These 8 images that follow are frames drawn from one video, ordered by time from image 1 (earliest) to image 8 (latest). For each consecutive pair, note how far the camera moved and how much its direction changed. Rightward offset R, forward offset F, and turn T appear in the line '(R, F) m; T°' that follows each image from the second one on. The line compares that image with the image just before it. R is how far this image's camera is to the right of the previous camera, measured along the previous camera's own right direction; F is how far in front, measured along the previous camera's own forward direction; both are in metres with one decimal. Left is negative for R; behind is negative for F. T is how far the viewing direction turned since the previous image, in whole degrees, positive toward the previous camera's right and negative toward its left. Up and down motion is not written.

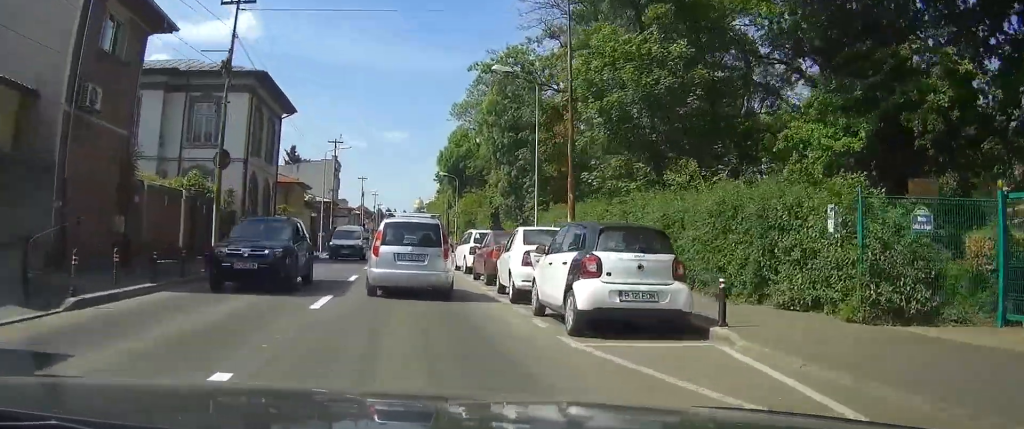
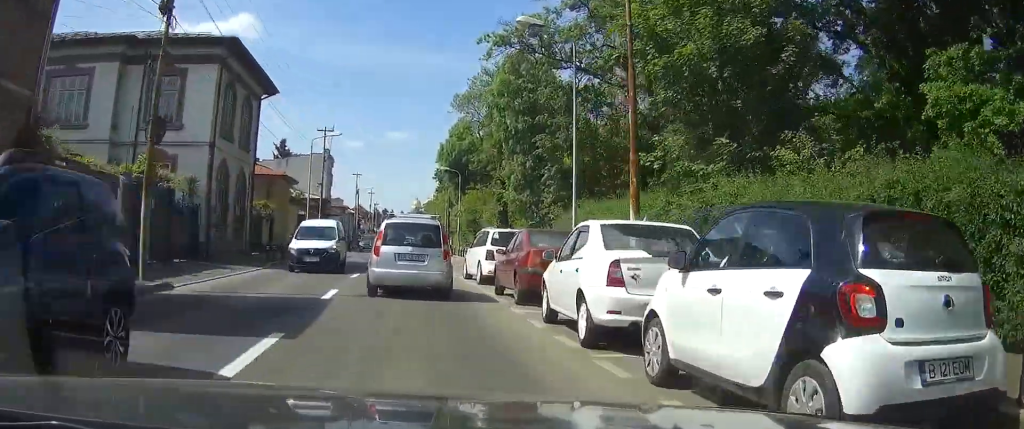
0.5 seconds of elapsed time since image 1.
(0.0, +5.7) m; 0°
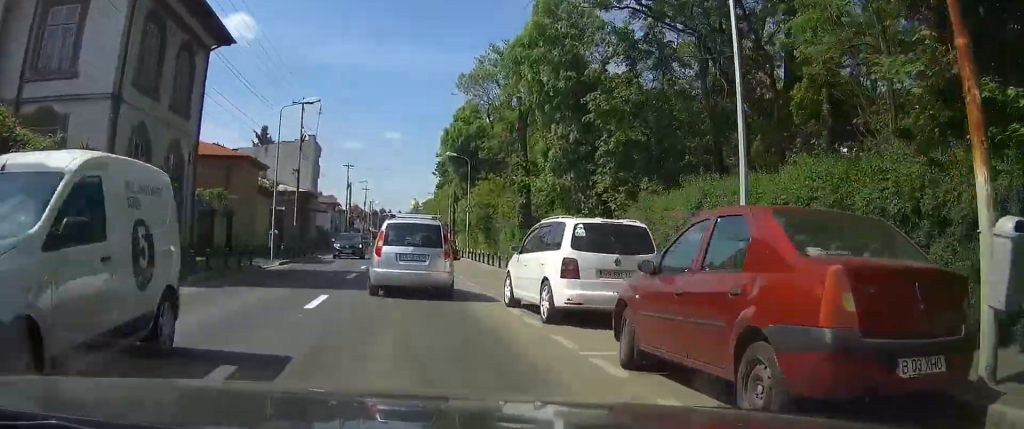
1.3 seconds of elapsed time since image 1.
(+0.1, +10.2) m; +1°
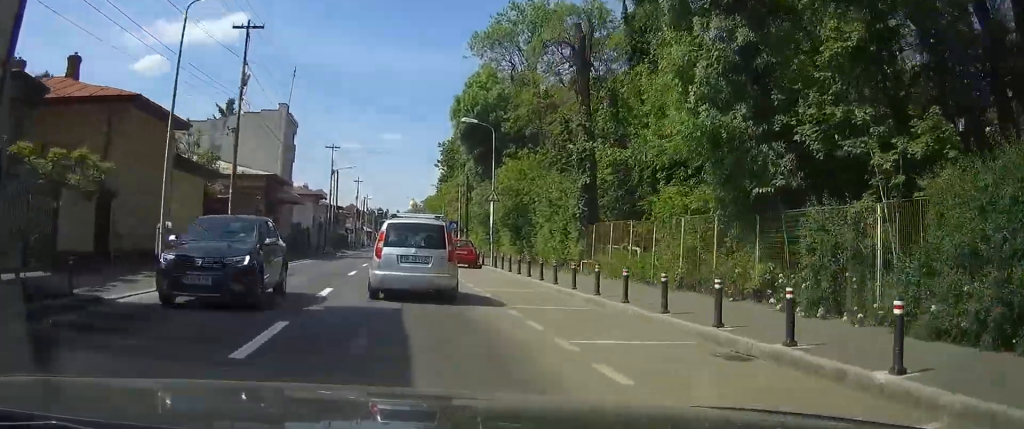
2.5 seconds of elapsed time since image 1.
(+0.2, +14.2) m; 0°
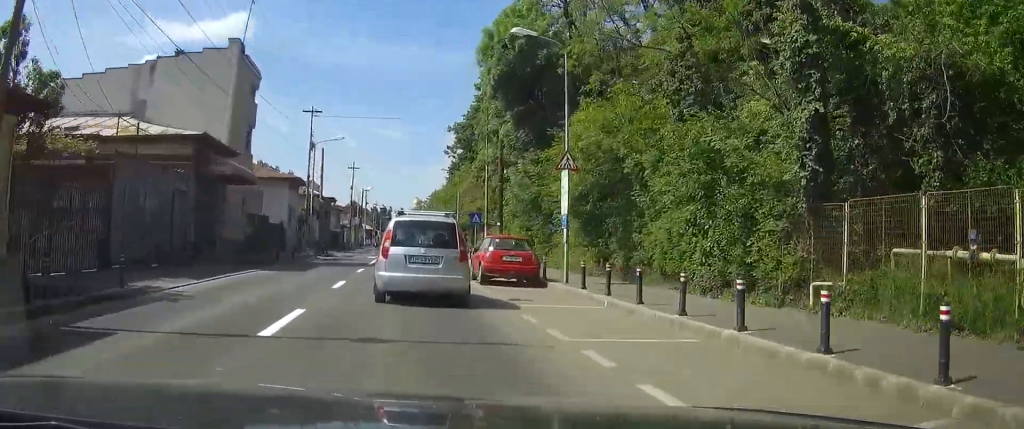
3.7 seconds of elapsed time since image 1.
(-0.2, +15.4) m; 0°
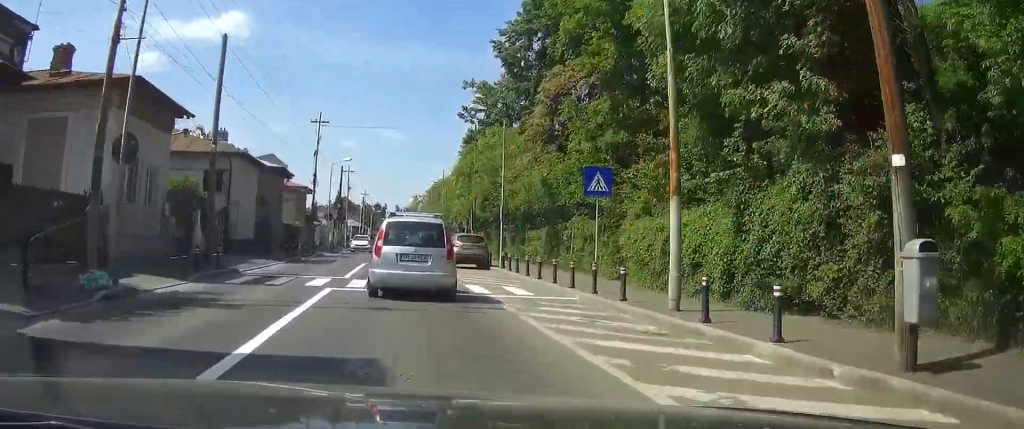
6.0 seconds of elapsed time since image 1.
(+0.5, +30.8) m; +1°
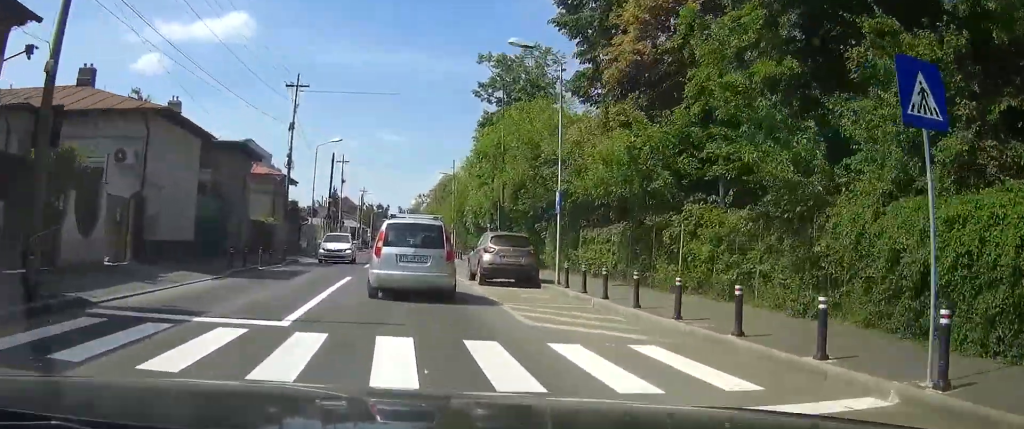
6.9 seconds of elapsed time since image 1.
(0.0, +11.9) m; -1°
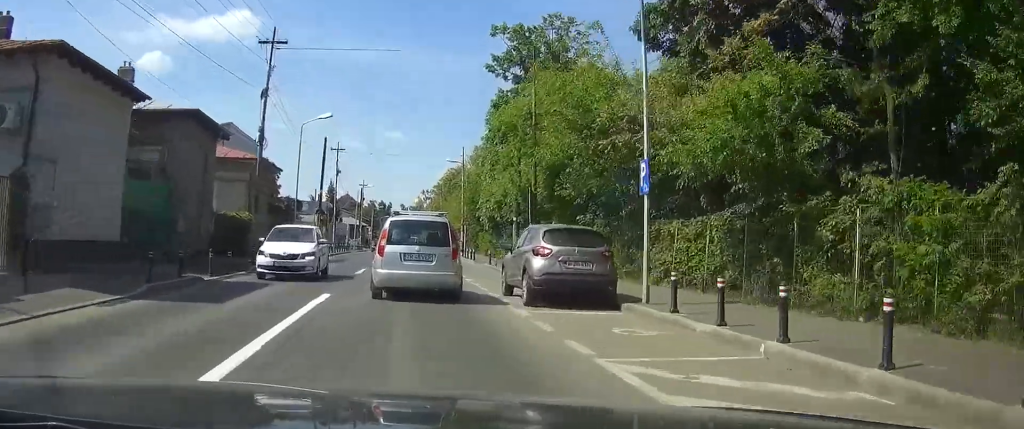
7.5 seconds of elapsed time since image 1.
(0.0, +7.6) m; -1°
